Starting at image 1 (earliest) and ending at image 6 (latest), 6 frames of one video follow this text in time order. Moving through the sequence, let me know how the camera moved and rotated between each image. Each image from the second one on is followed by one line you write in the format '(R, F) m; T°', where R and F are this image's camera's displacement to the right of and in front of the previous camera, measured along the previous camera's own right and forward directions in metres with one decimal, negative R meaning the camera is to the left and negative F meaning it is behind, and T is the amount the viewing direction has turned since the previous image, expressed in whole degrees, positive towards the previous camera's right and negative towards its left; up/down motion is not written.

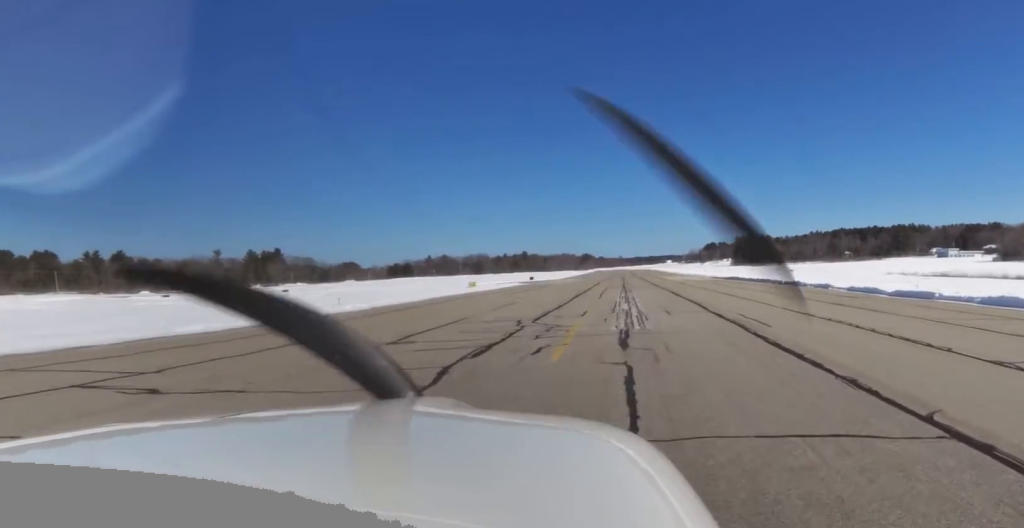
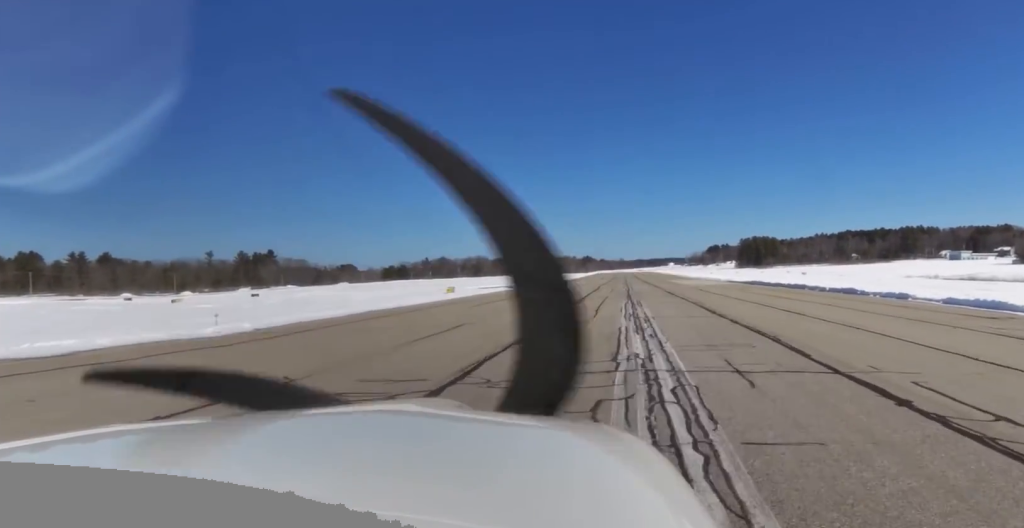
(+1.3, +16.4) m; 0°
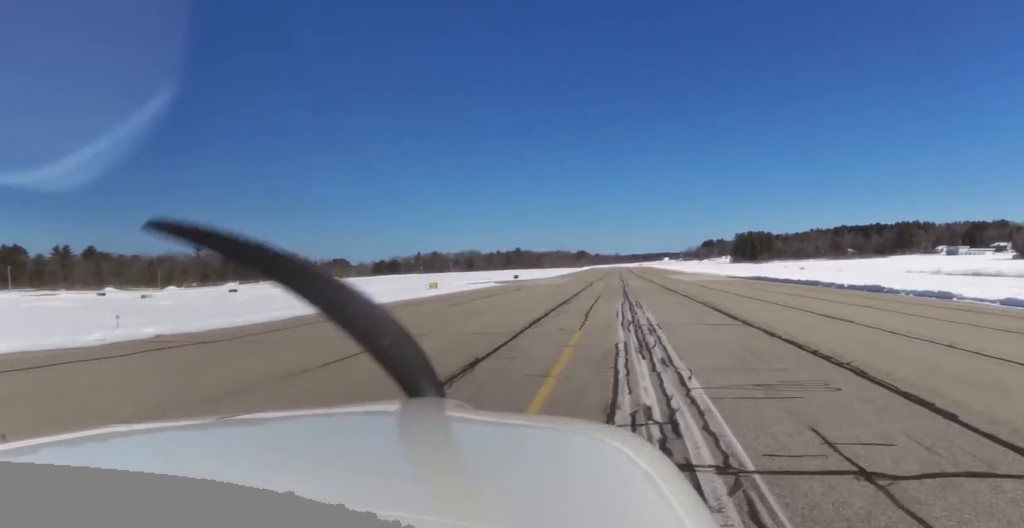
(-0.9, +6.7) m; -3°
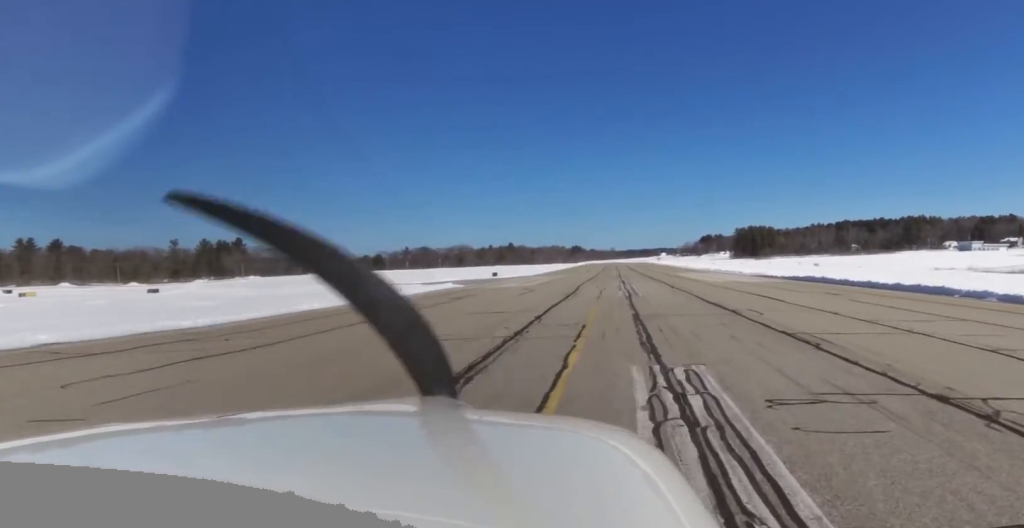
(+1.3, +23.2) m; 0°
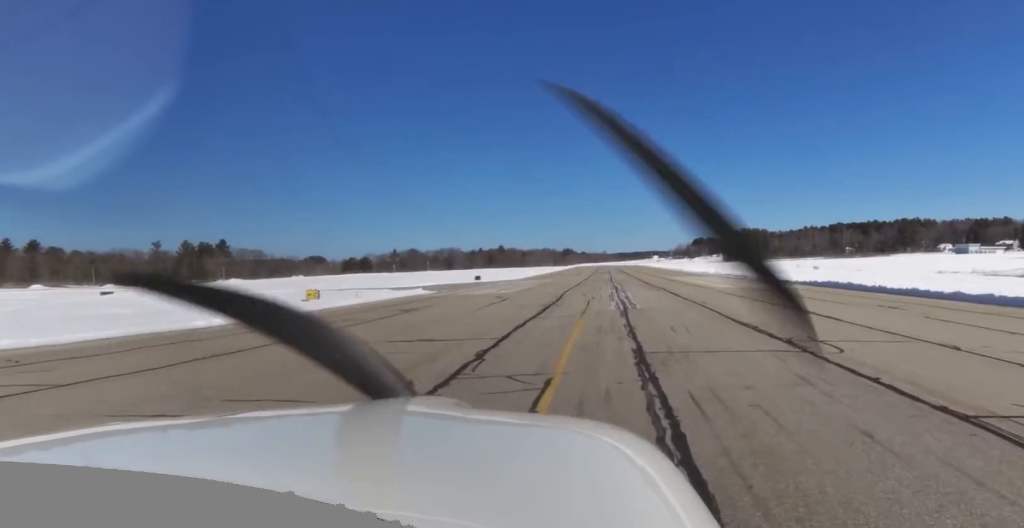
(-1.3, +8.2) m; -3°
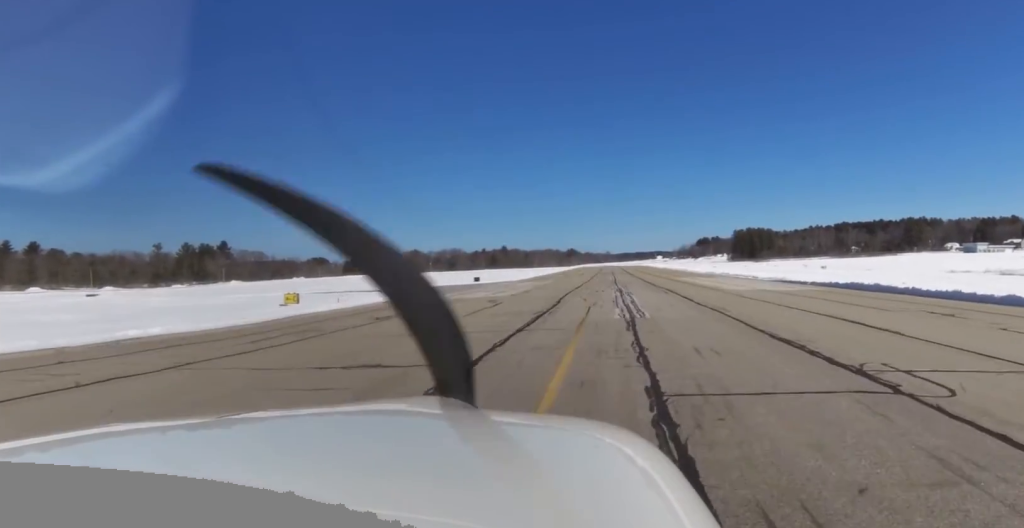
(0.0, +4.2) m; +1°
